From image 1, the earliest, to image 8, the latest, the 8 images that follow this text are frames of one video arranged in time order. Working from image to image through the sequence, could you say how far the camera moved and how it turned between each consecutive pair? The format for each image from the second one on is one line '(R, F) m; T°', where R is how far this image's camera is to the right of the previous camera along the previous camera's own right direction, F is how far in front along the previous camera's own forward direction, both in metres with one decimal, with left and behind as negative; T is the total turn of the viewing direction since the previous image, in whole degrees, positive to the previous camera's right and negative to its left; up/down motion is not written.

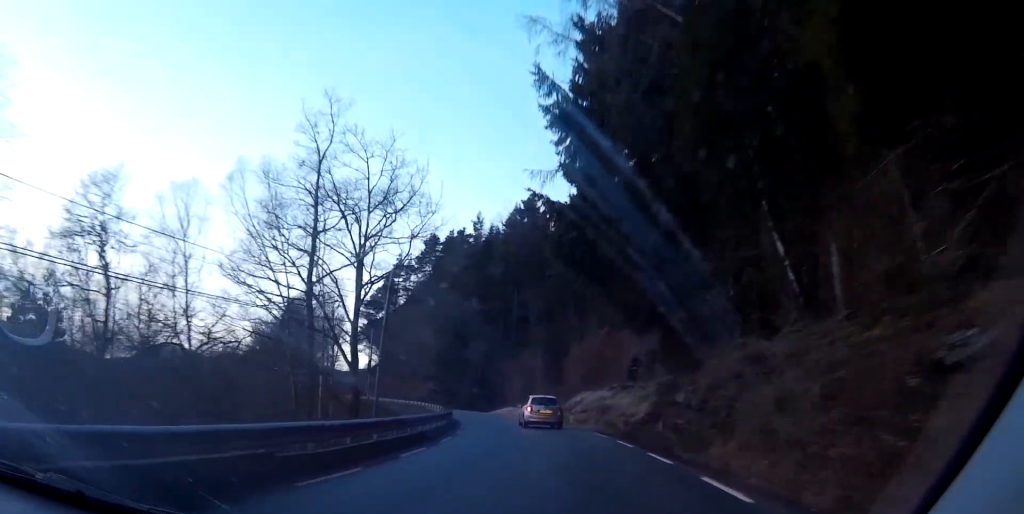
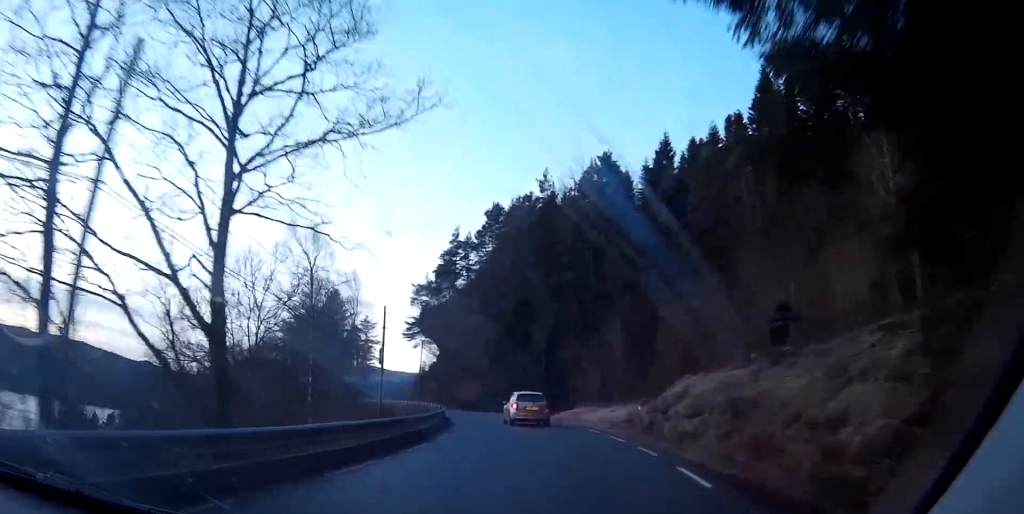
(-1.0, +22.2) m; -9°
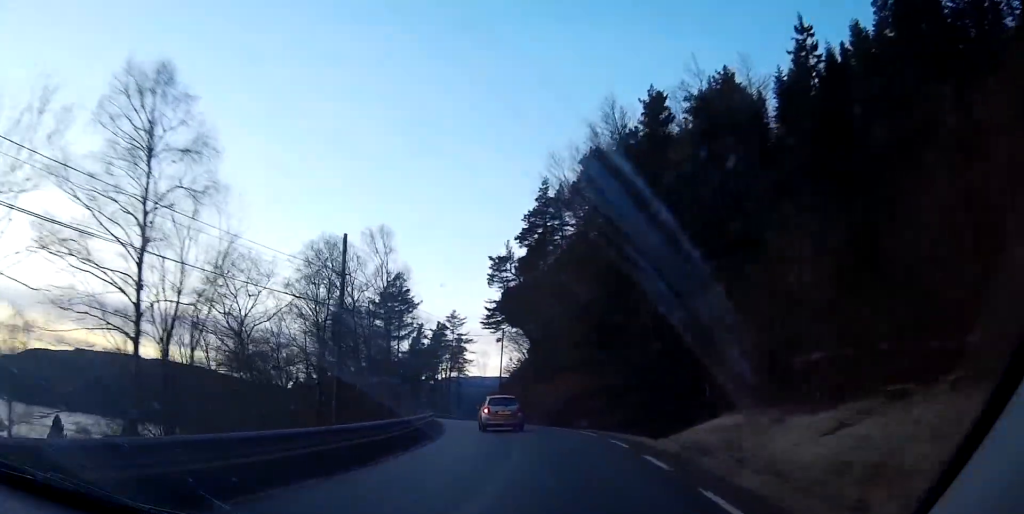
(-3.5, +25.8) m; -14°
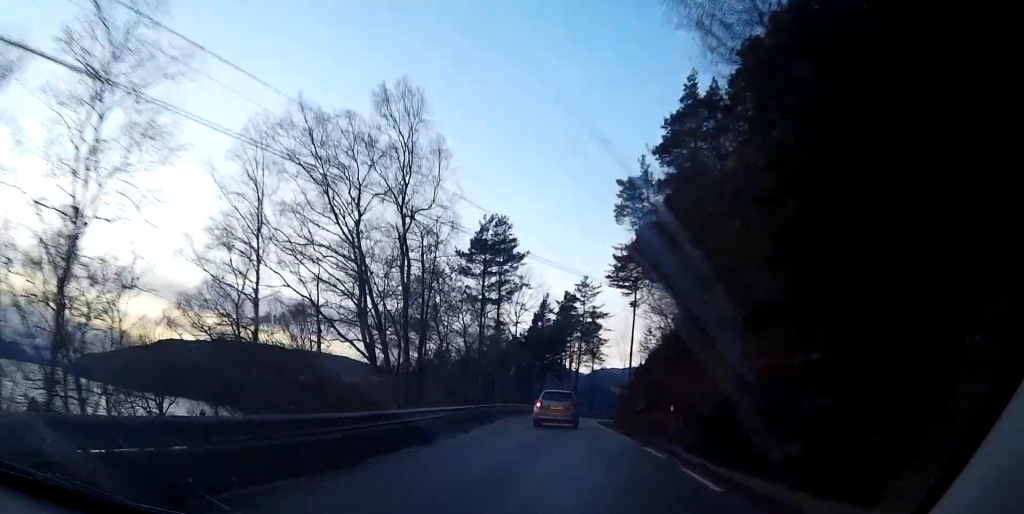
(-2.9, +26.0) m; -11°
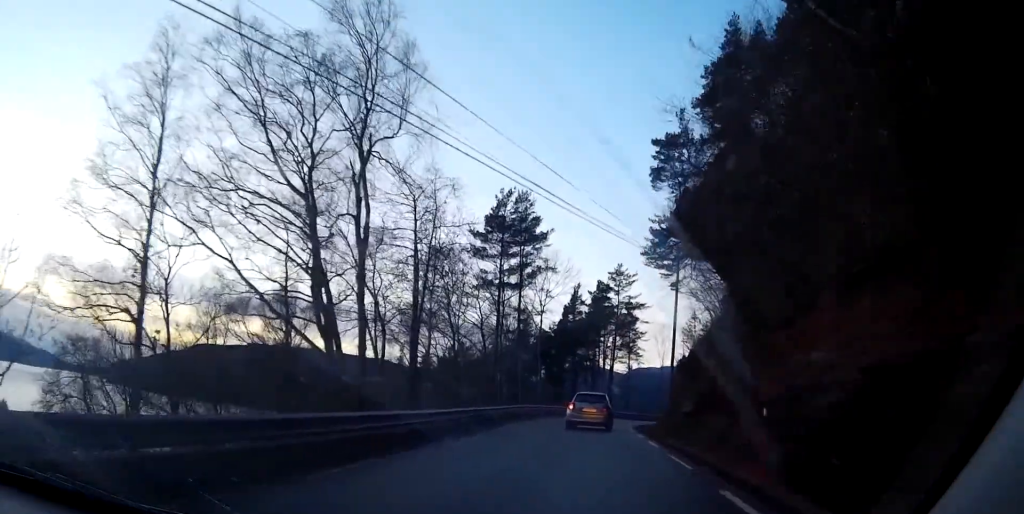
(-0.3, +8.9) m; -2°
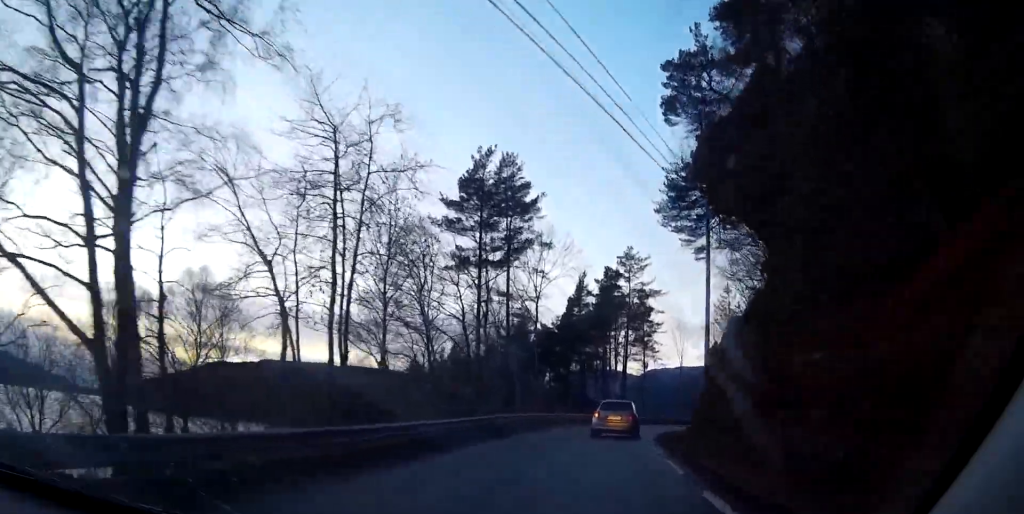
(-0.1, +11.3) m; -1°
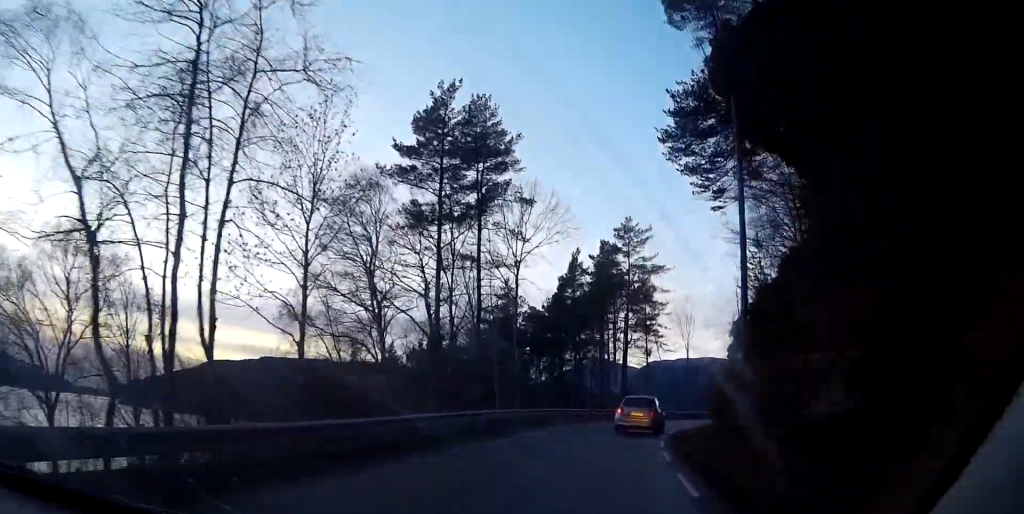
(-0.1, +9.3) m; -1°
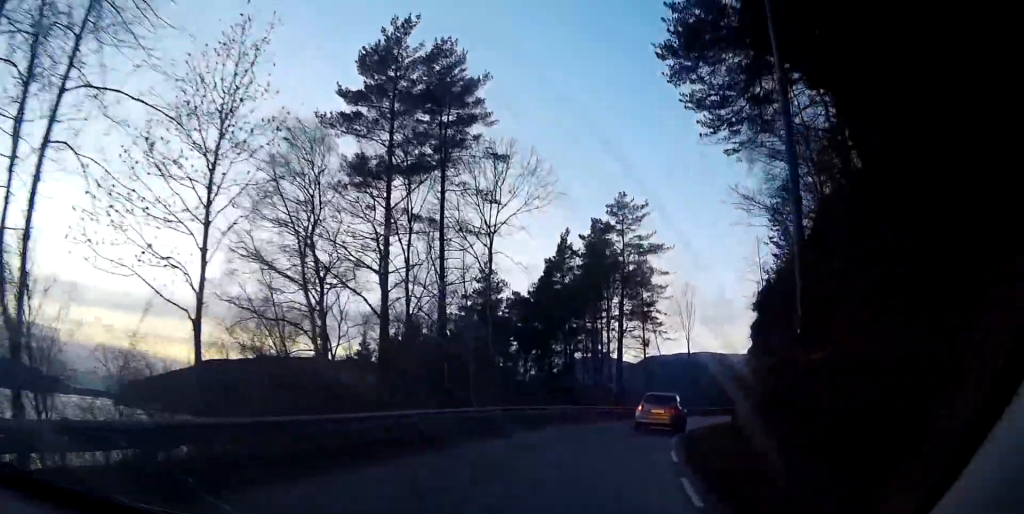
(-0.1, +6.9) m; -1°
